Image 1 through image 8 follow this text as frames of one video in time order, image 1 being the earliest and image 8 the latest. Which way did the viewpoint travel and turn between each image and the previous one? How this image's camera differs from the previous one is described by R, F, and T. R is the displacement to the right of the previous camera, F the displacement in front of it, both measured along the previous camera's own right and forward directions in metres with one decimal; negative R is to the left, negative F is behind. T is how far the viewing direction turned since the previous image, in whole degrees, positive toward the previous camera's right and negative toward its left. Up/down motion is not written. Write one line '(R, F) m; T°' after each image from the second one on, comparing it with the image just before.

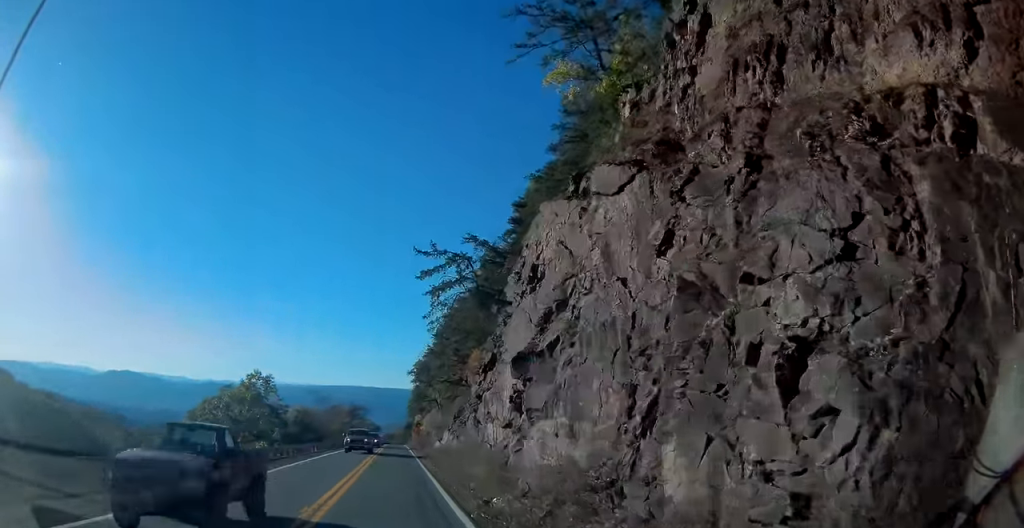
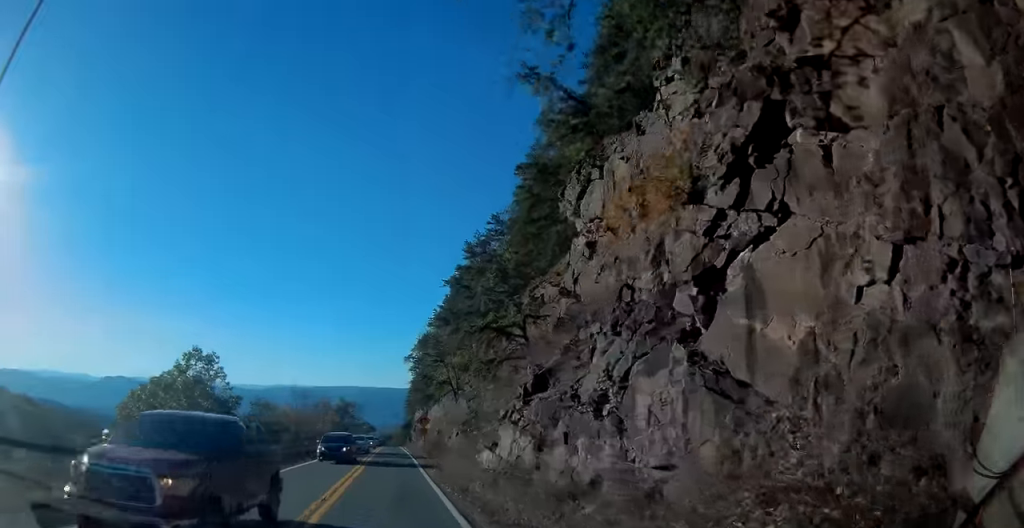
(-0.2, +24.4) m; 0°
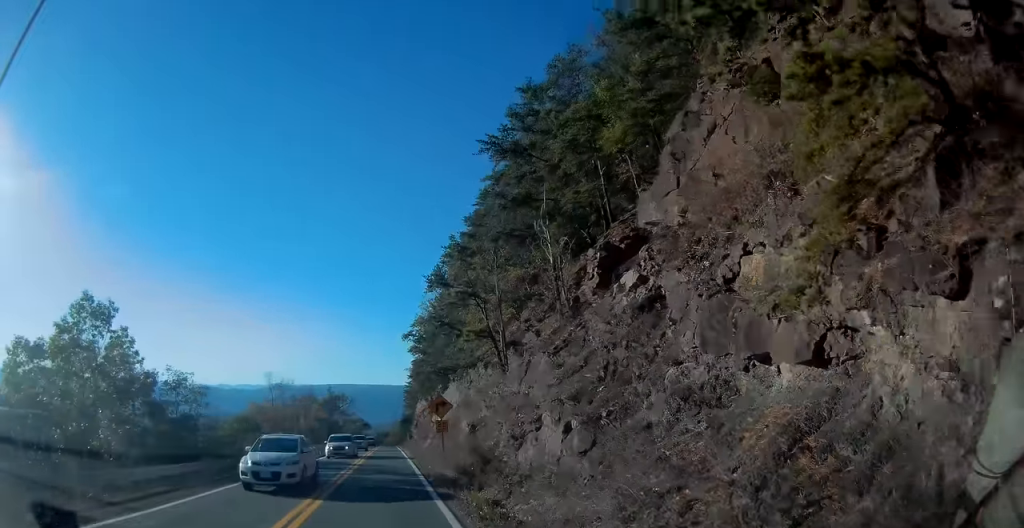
(0.0, +22.5) m; 0°
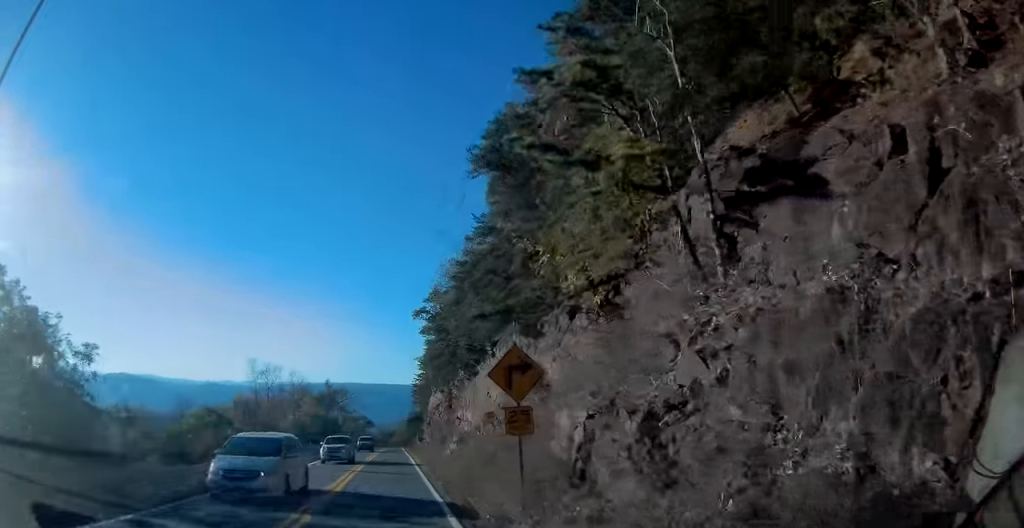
(0.0, +17.3) m; 0°
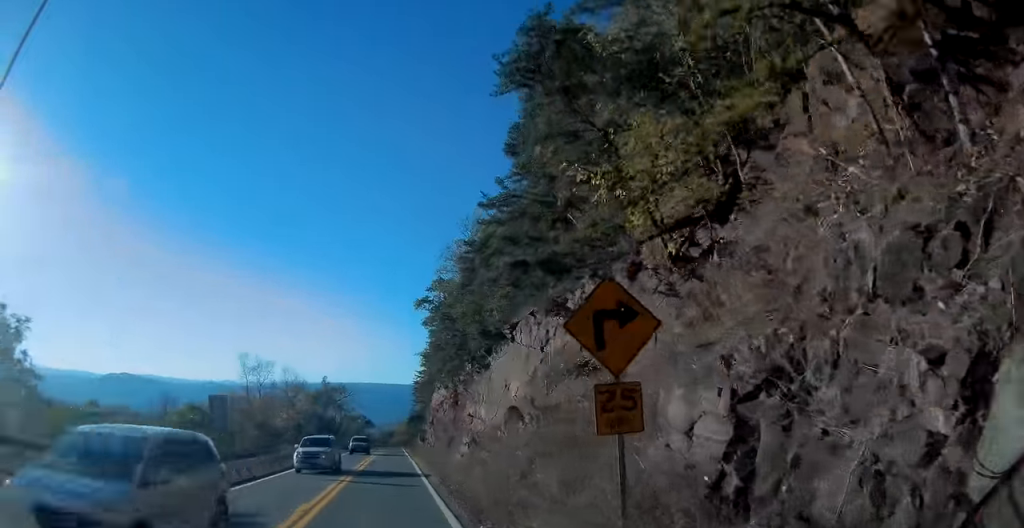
(0.0, +5.5) m; 0°
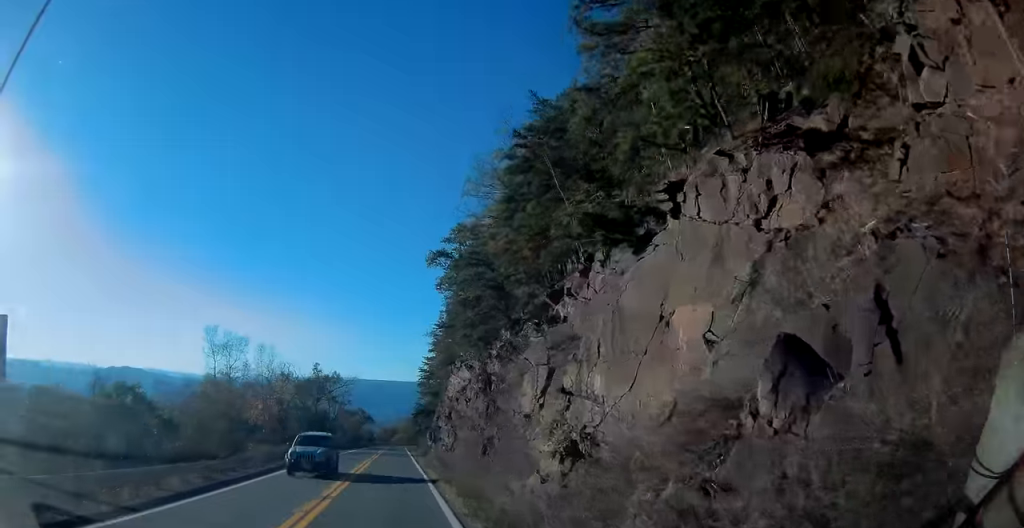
(0.0, +16.4) m; 0°
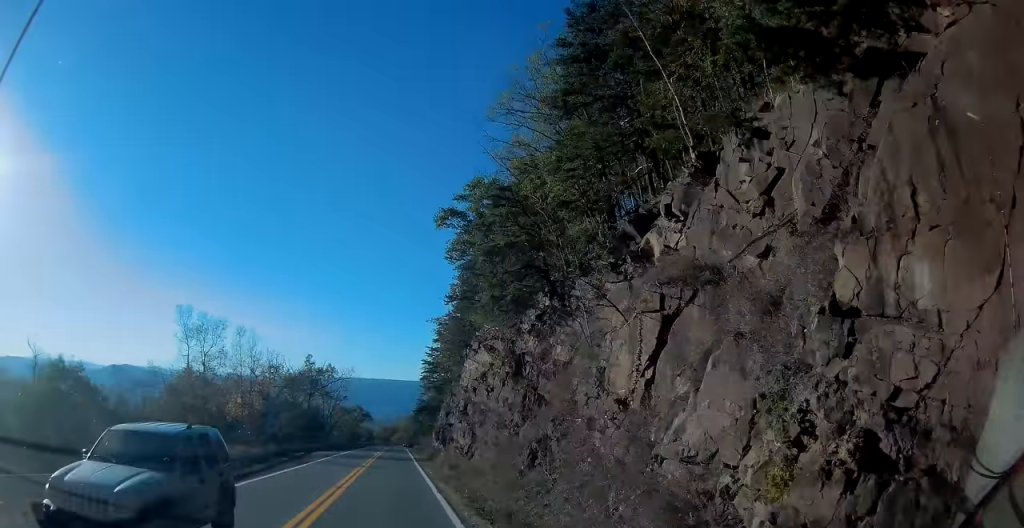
(0.0, +9.2) m; 0°
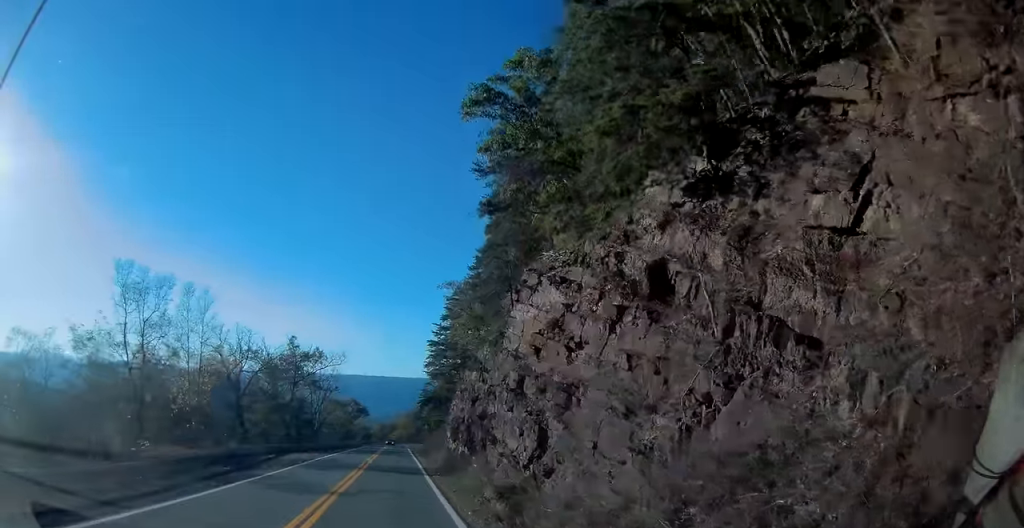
(-0.1, +14.9) m; 0°
